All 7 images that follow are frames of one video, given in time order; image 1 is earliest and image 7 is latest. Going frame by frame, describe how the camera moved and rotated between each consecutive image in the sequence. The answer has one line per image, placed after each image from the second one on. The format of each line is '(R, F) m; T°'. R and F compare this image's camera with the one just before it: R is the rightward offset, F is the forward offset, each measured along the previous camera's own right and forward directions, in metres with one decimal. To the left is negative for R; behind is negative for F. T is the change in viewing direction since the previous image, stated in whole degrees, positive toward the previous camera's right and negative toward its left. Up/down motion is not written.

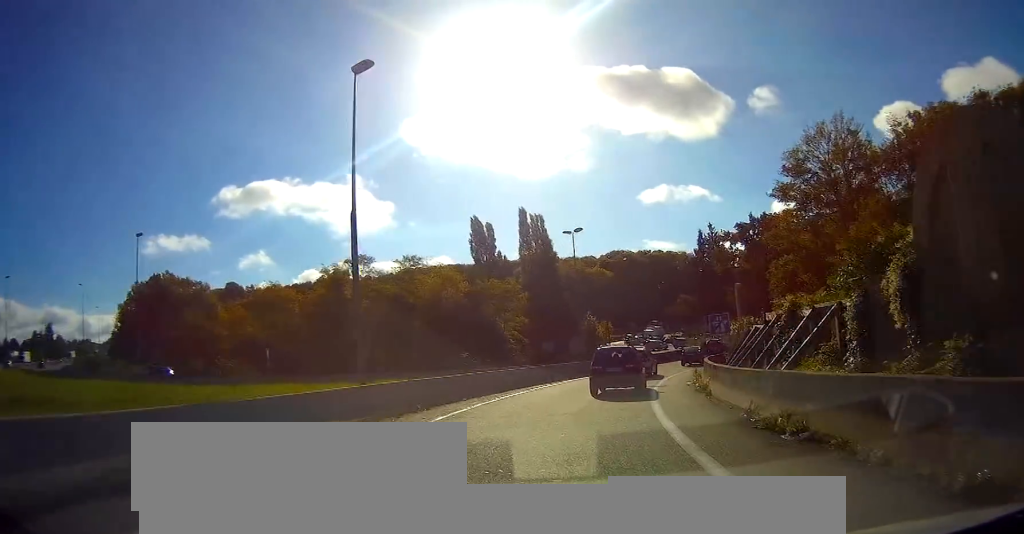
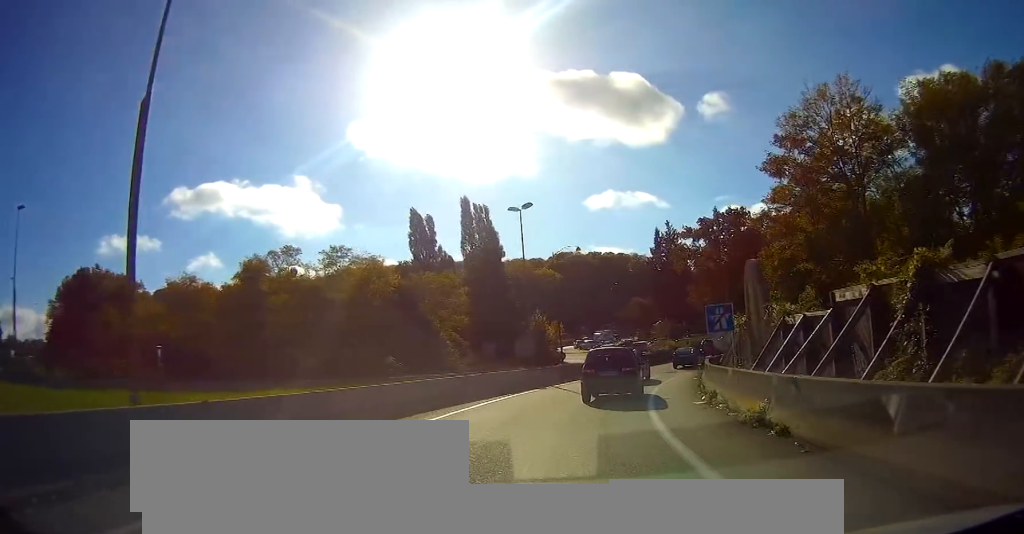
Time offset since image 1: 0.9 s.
(+0.4, +9.0) m; +6°
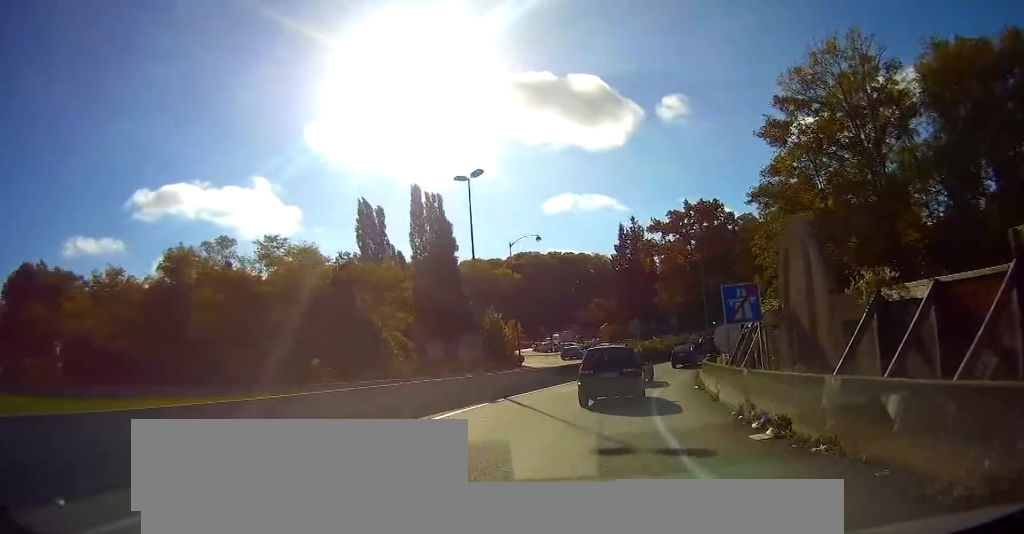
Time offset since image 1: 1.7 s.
(+0.4, +7.5) m; +5°
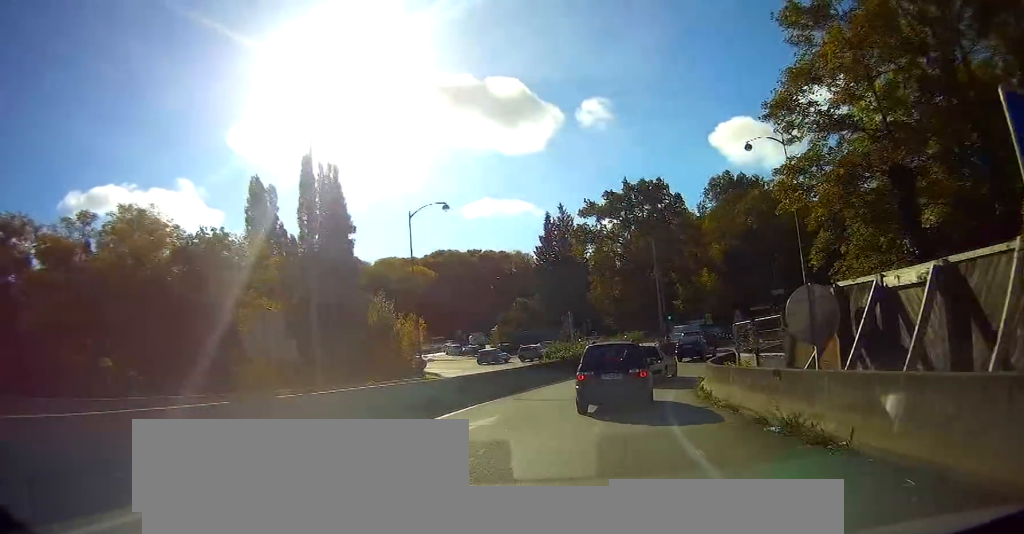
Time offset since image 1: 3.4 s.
(+0.8, +14.1) m; +6°
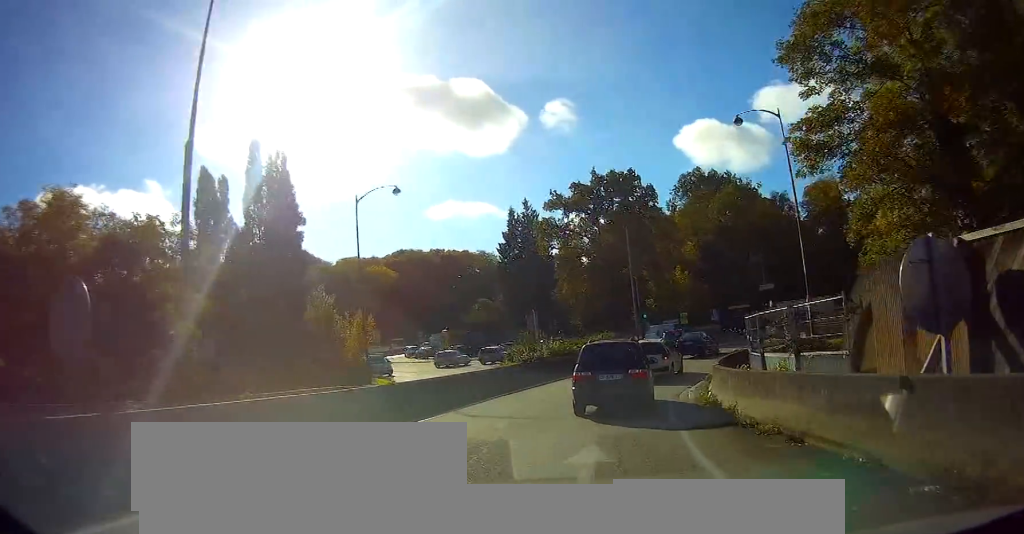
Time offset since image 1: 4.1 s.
(+0.1, +5.2) m; +2°
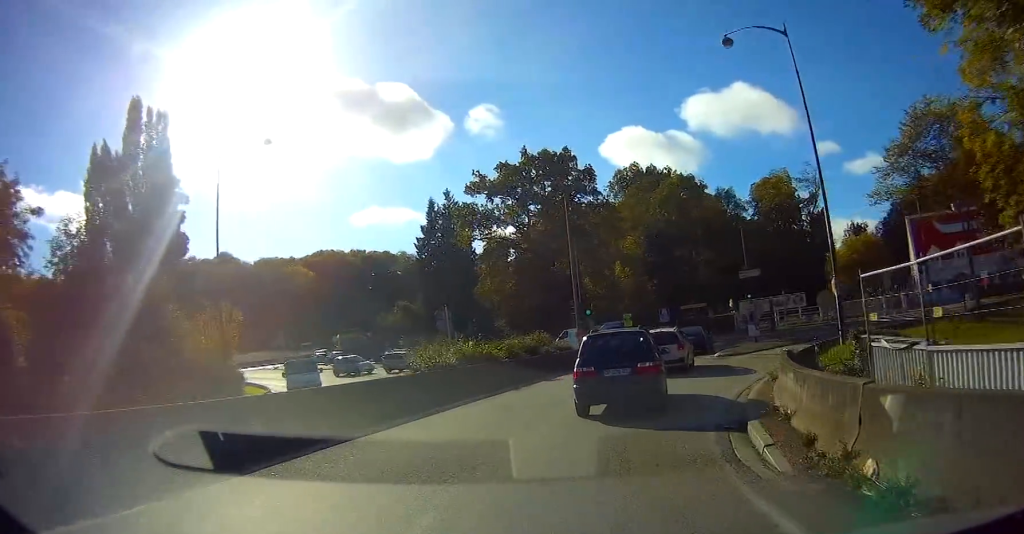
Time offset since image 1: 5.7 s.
(+0.3, +10.6) m; +6°
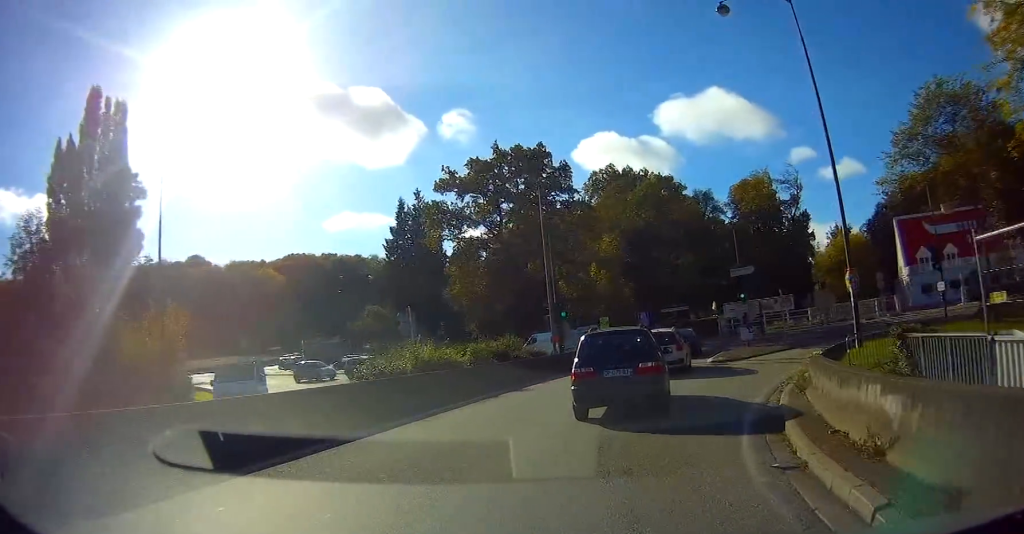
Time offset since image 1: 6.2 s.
(+0.2, +3.1) m; +3°
